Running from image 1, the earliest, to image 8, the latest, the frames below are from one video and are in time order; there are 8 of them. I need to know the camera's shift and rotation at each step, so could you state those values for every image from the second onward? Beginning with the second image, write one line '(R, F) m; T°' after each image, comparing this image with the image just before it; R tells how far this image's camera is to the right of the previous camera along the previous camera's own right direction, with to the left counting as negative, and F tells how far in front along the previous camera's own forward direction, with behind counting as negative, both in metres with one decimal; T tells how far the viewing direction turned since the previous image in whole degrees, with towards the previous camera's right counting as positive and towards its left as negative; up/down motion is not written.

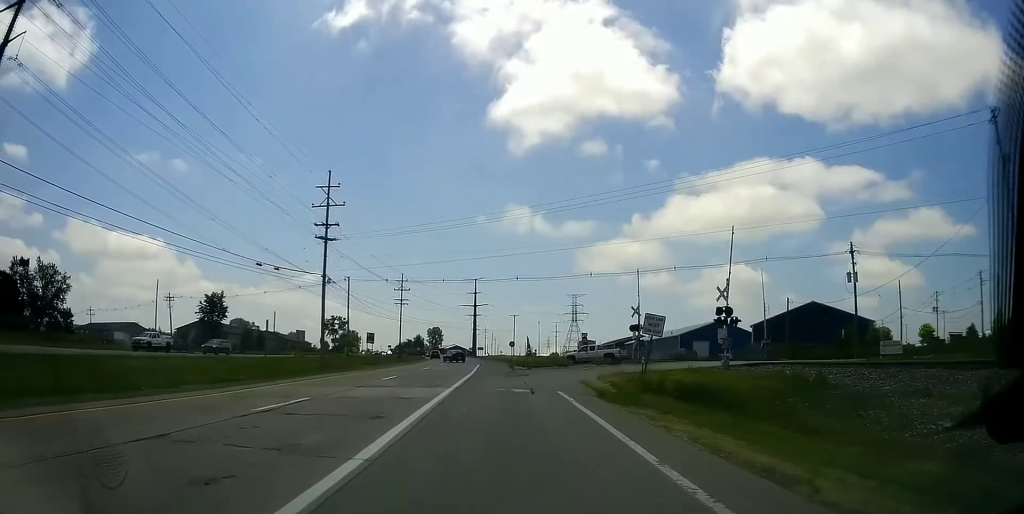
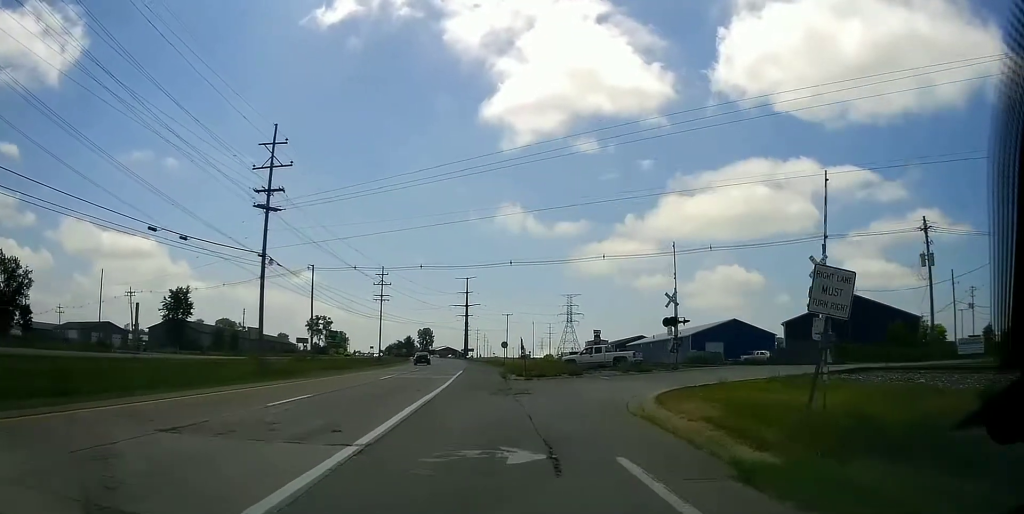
(-0.4, +13.4) m; +1°
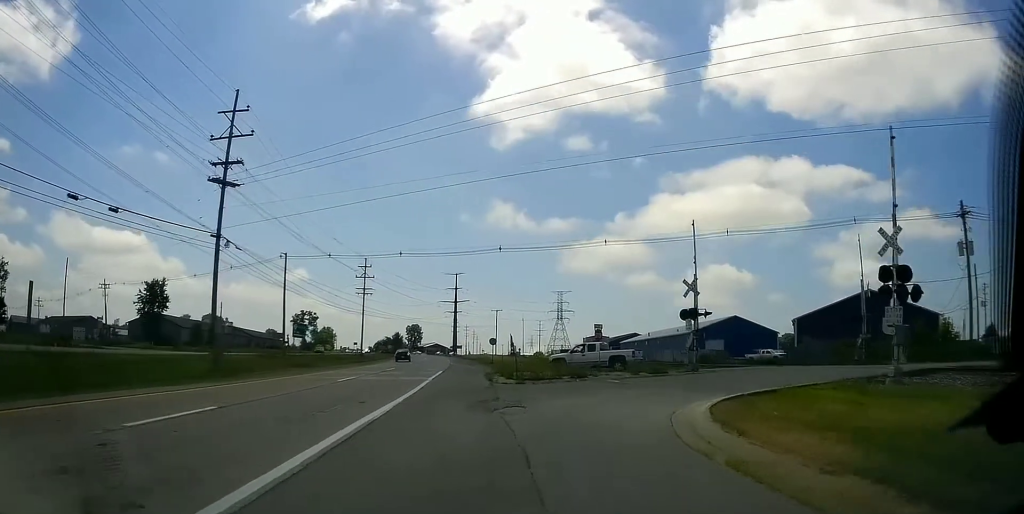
(+0.3, +6.1) m; +3°
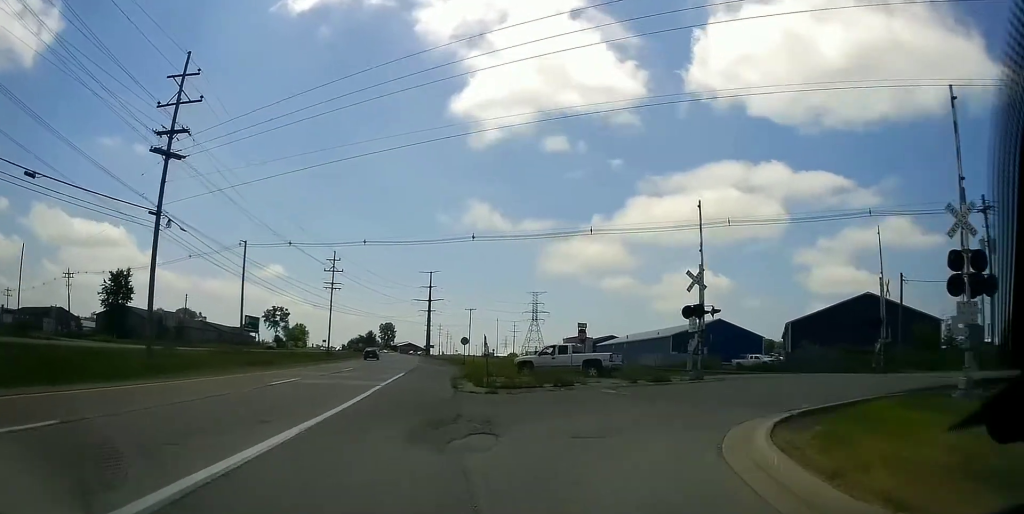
(+0.1, +5.3) m; +3°
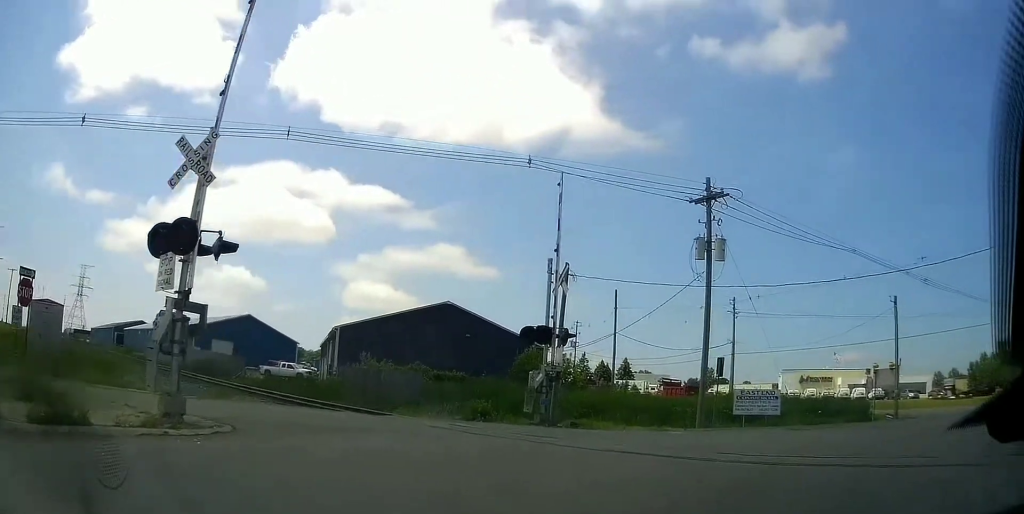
(+3.9, +16.0) m; +49°
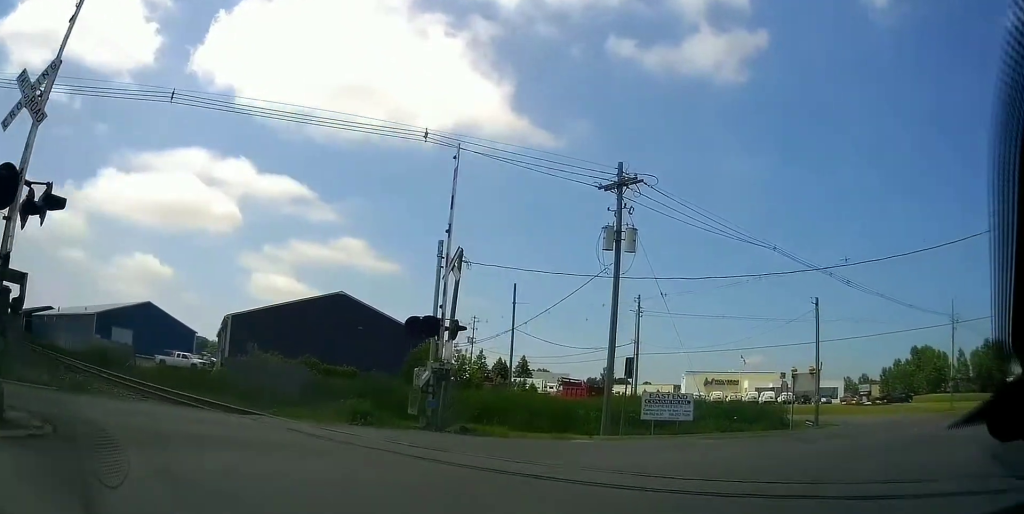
(+0.2, +2.1) m; +14°
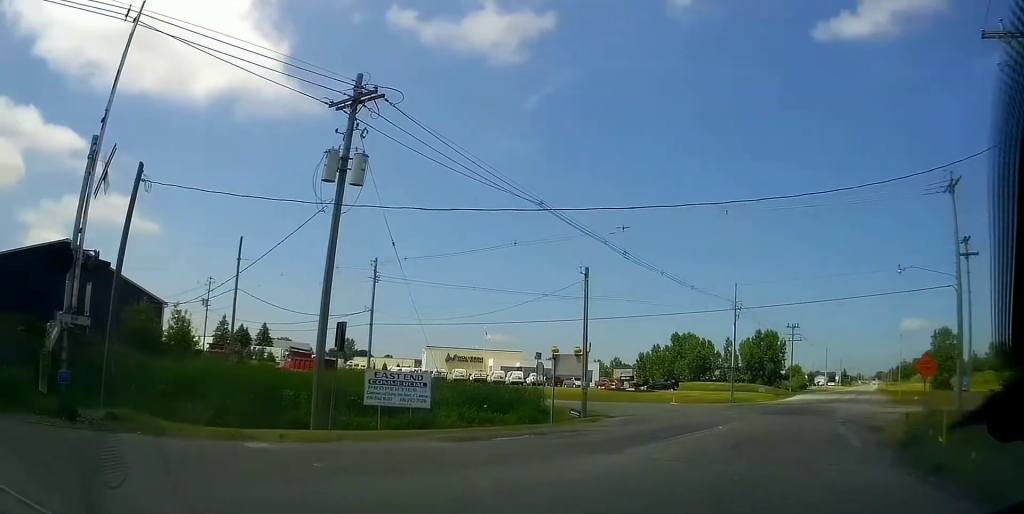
(+1.8, +5.0) m; +27°
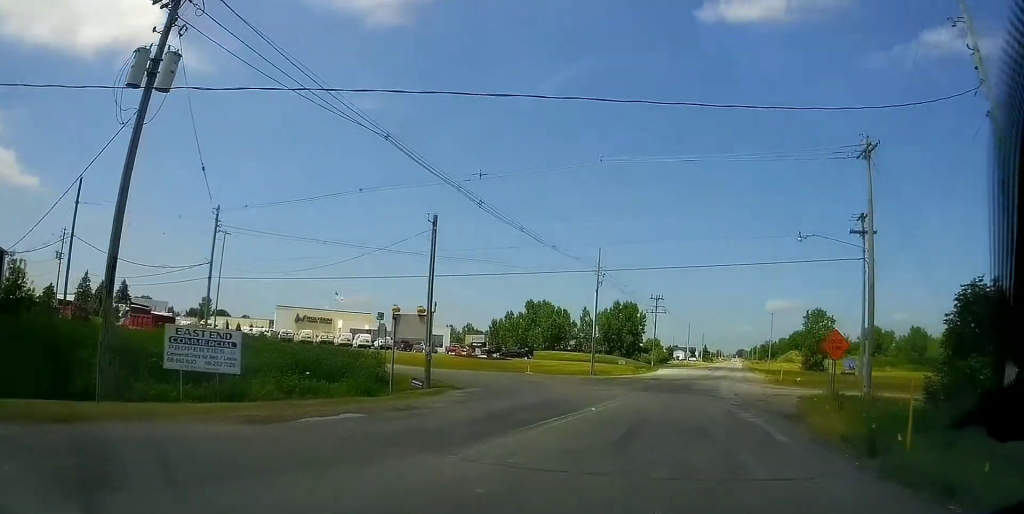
(+0.1, +3.8) m; +12°
